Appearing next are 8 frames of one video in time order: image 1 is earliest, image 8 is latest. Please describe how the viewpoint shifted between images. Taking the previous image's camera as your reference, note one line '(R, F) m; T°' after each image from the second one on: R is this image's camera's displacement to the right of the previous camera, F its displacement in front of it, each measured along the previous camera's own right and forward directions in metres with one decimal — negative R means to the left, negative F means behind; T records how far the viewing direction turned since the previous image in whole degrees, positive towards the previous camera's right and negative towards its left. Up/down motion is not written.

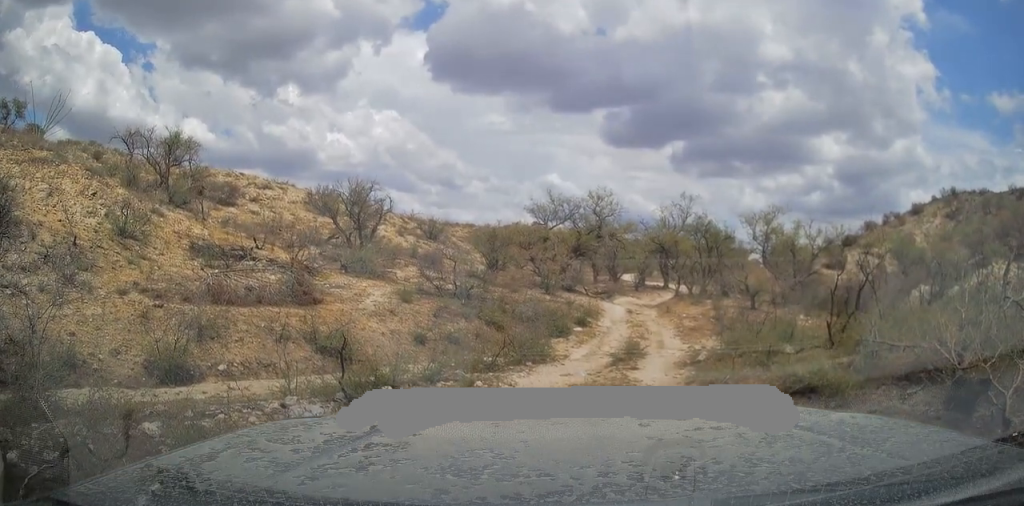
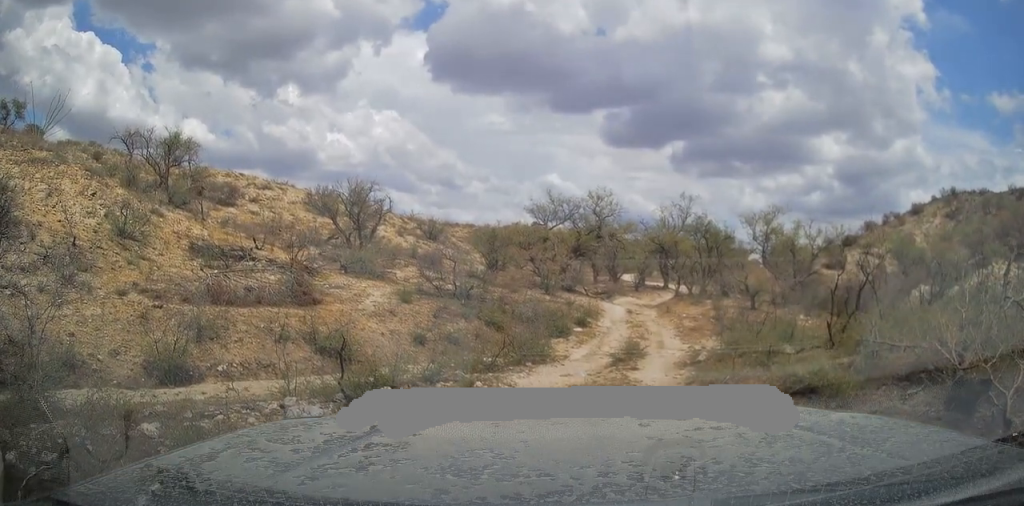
(+0.2, 0.0) m; 0°
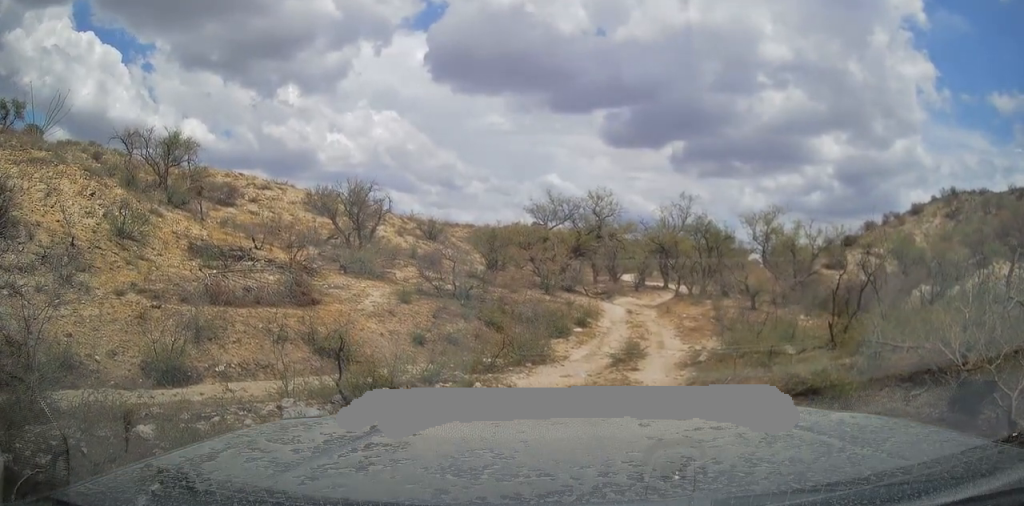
(-0.2, +0.1) m; 0°
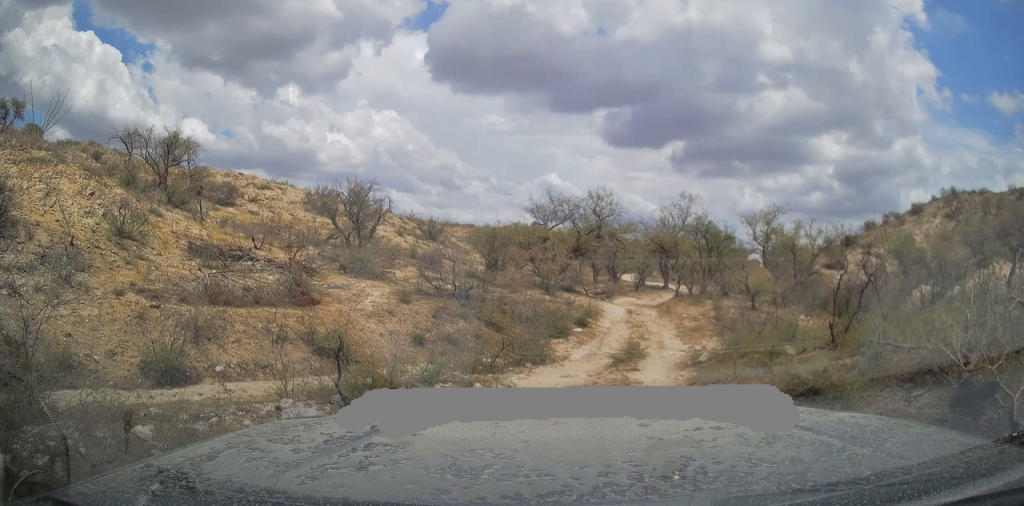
(-0.1, +0.2) m; 0°
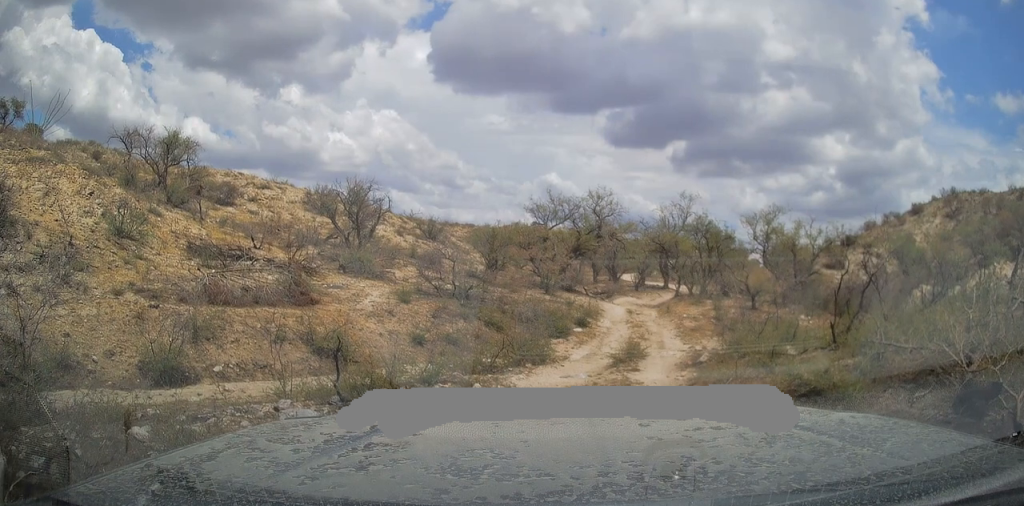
(-0.1, +1.1) m; 0°
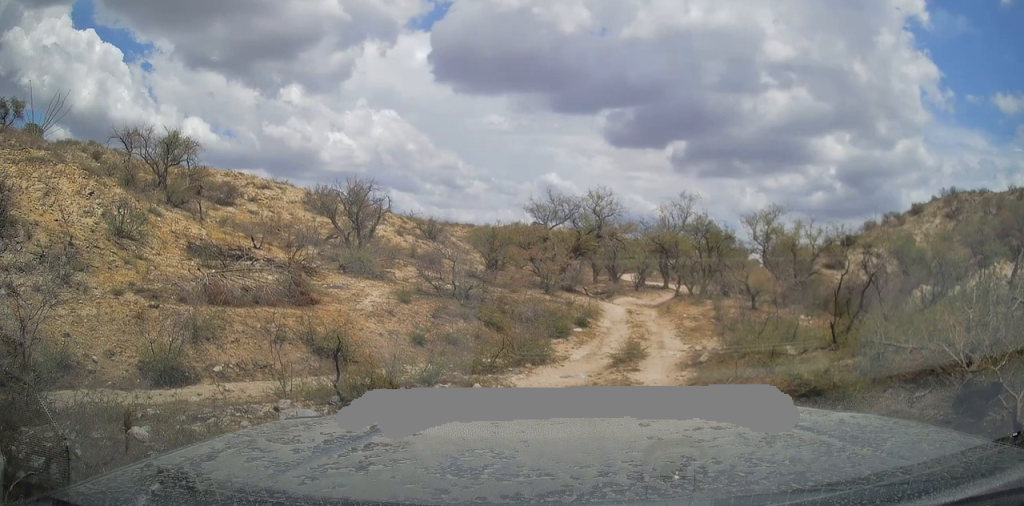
(0.0, +0.3) m; 0°
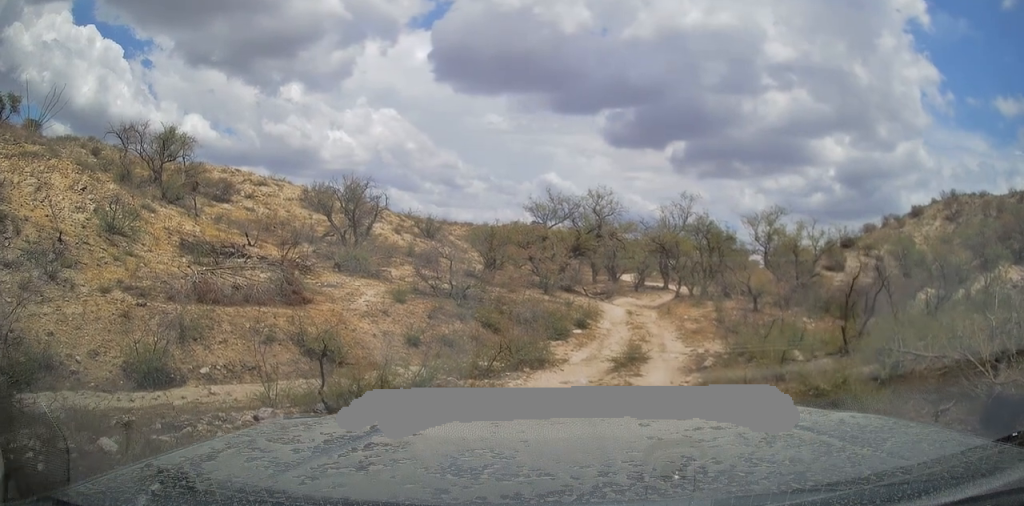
(-0.1, +0.6) m; 0°
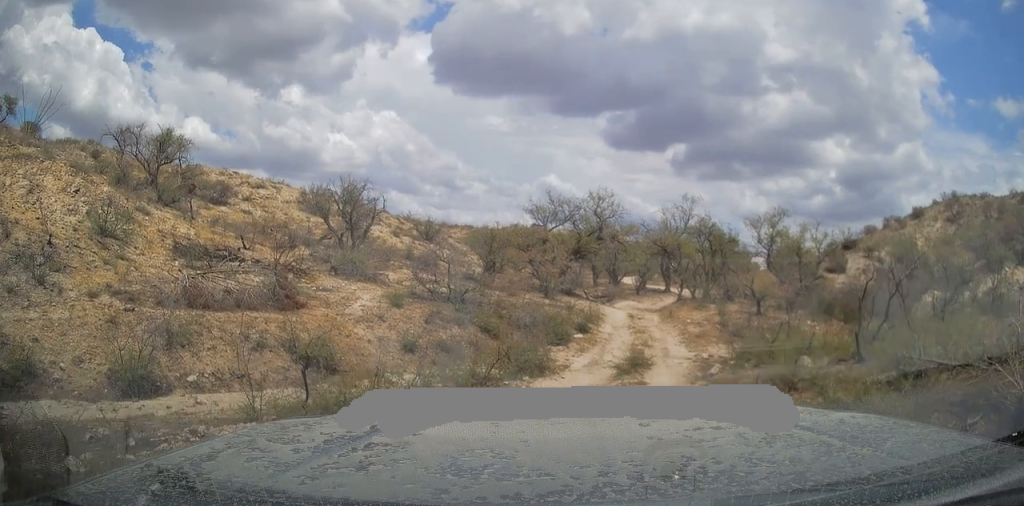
(0.0, +0.3) m; 0°
